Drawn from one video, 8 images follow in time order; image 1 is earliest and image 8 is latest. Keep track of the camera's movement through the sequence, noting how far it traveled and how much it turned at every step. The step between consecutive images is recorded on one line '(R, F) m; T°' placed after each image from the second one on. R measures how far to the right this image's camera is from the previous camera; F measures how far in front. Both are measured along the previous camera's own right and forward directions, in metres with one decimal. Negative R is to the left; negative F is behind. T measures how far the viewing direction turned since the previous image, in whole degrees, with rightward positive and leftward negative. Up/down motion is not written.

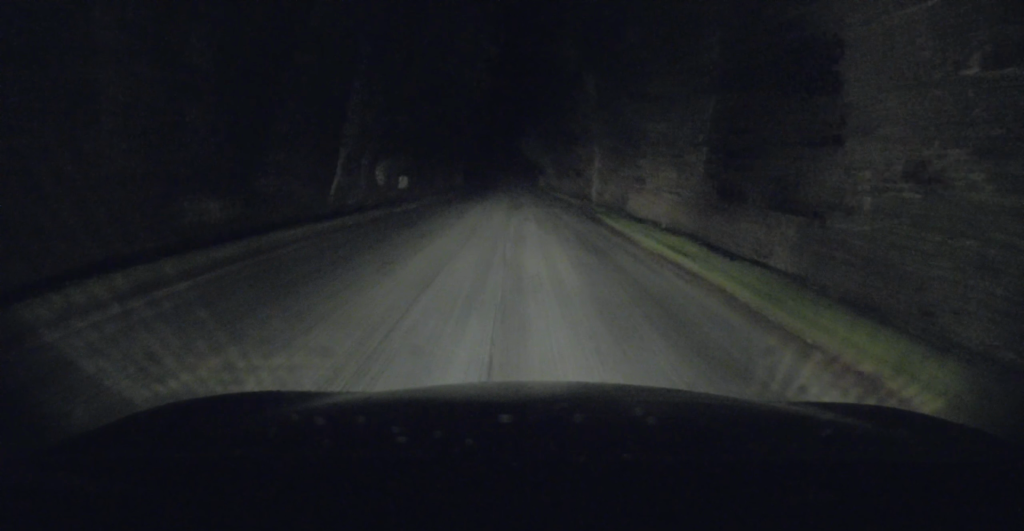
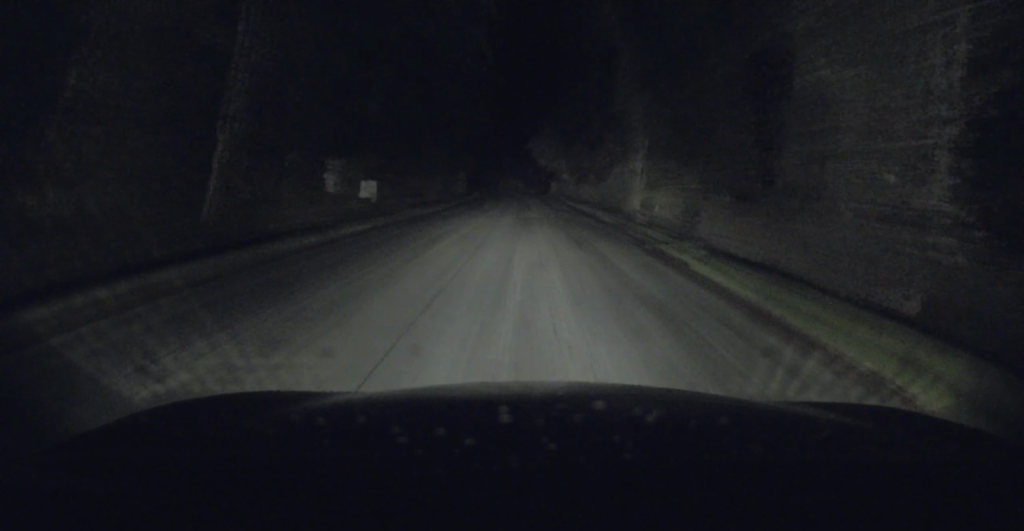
(-0.1, +9.2) m; -2°
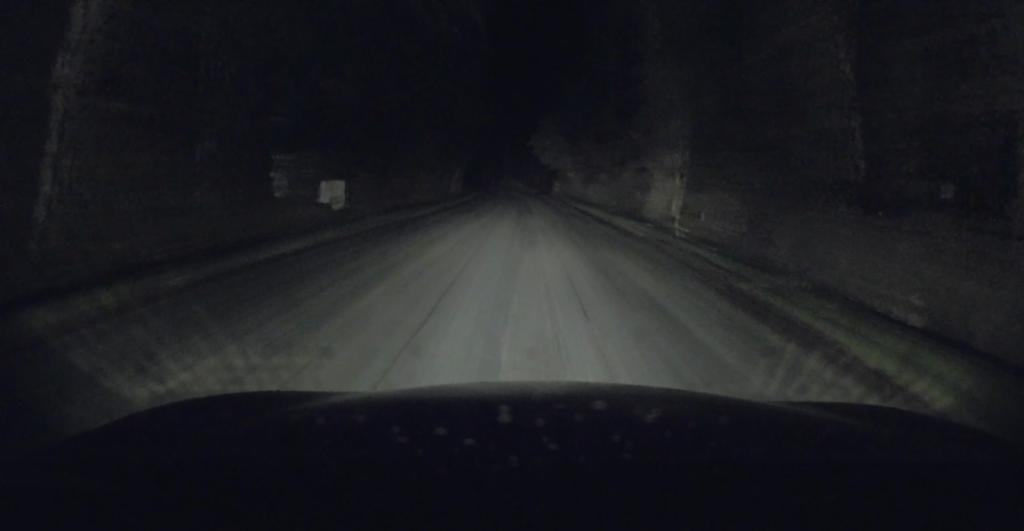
(-0.1, +4.9) m; -1°
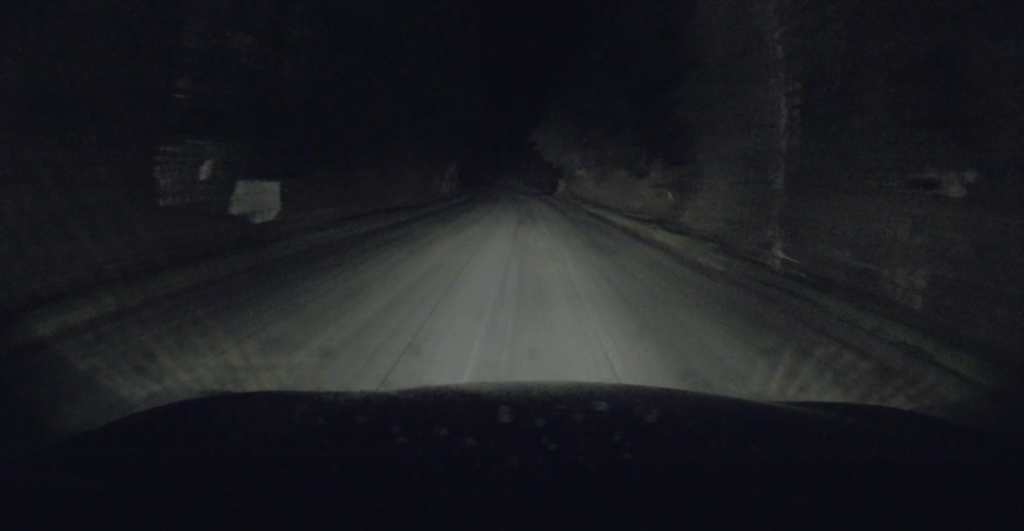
(0.0, +5.9) m; -1°
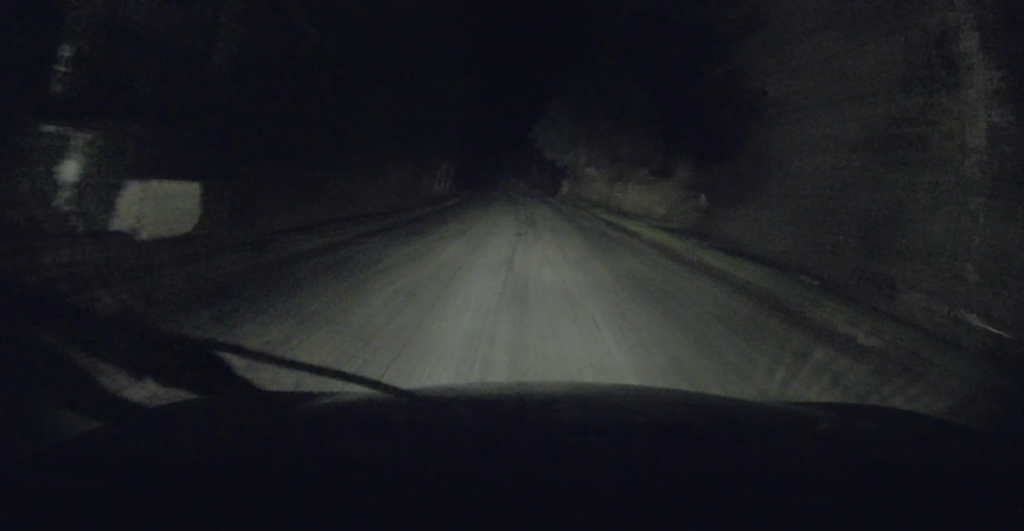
(-0.1, +4.0) m; 0°
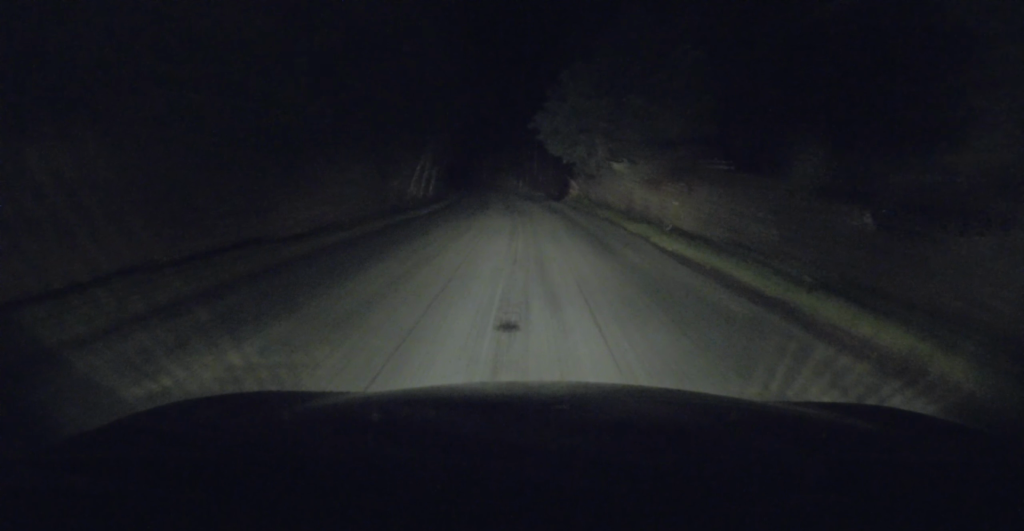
(-0.1, +8.7) m; 0°
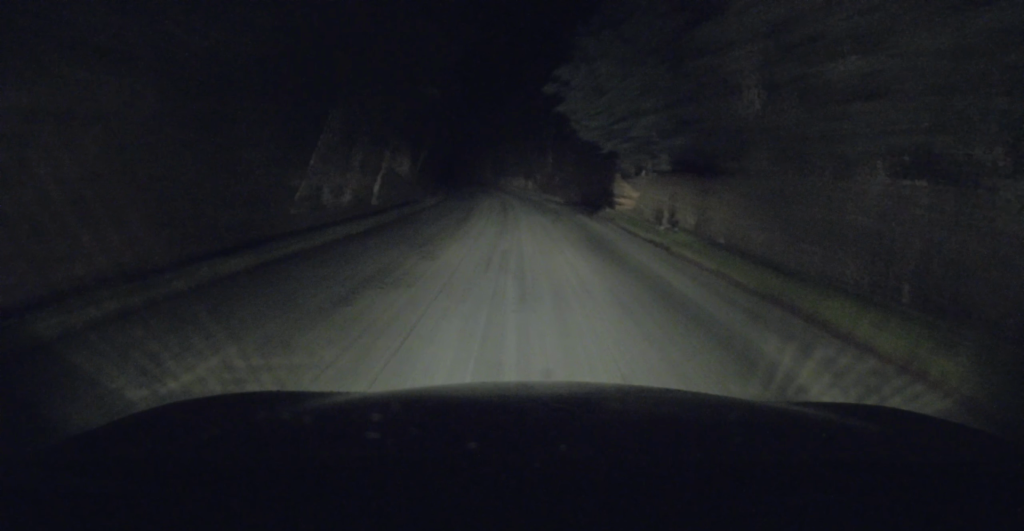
(+0.5, +17.3) m; +1°
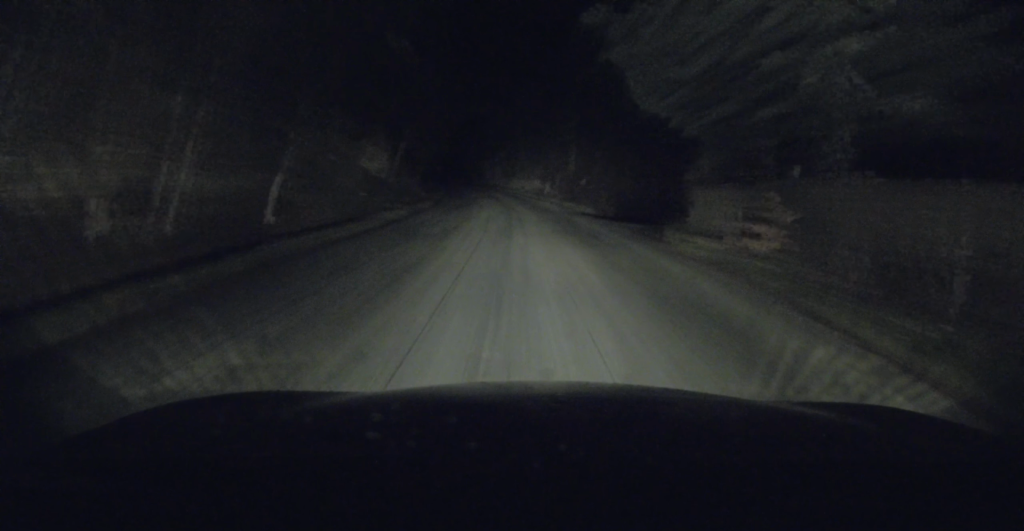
(-0.2, +11.7) m; -1°
